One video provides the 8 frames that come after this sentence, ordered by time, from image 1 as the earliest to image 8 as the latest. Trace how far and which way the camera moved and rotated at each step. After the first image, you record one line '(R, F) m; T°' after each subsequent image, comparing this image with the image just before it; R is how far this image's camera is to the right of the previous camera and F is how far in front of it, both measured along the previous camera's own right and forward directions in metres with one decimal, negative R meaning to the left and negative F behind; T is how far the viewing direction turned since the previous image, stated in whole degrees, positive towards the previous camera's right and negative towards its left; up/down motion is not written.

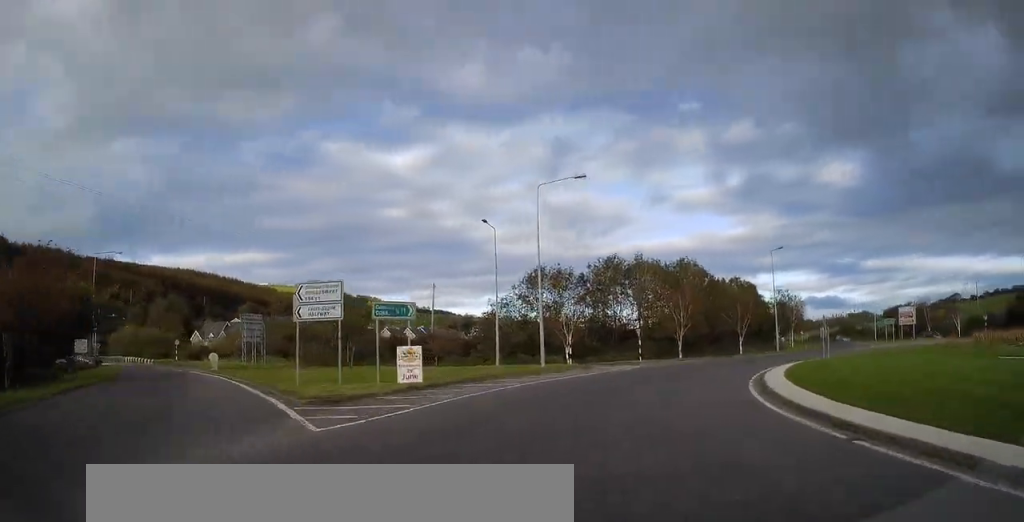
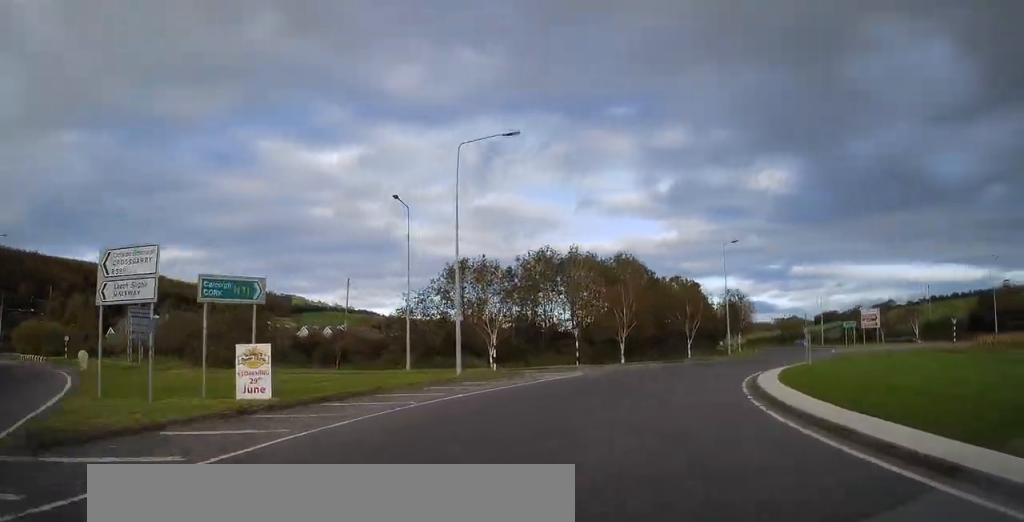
(-0.1, +6.1) m; -1°
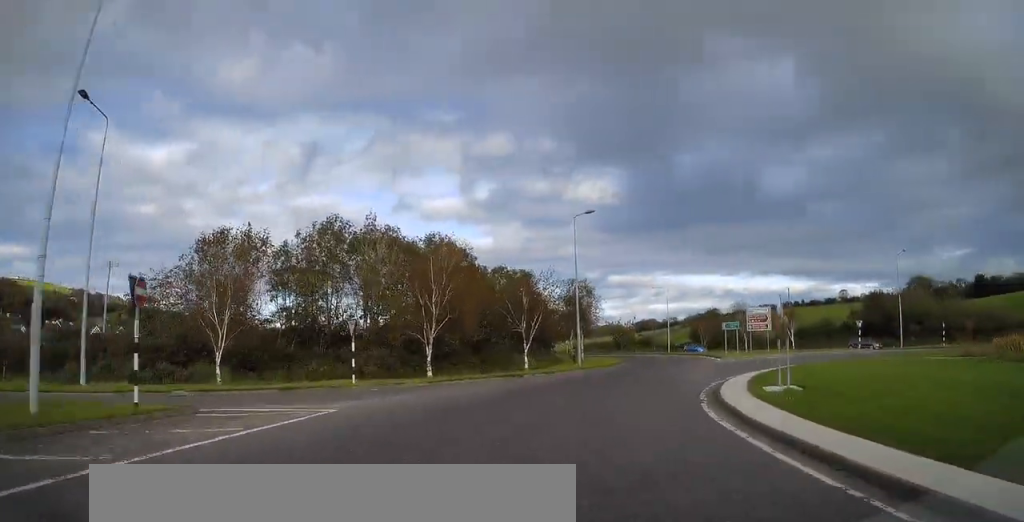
(-0.3, +14.1) m; +3°
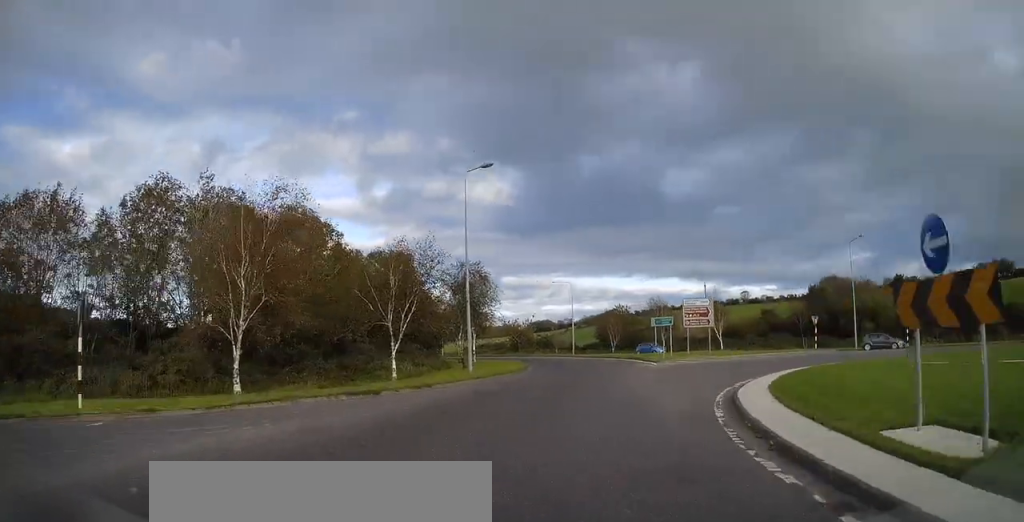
(+0.1, +10.1) m; +7°
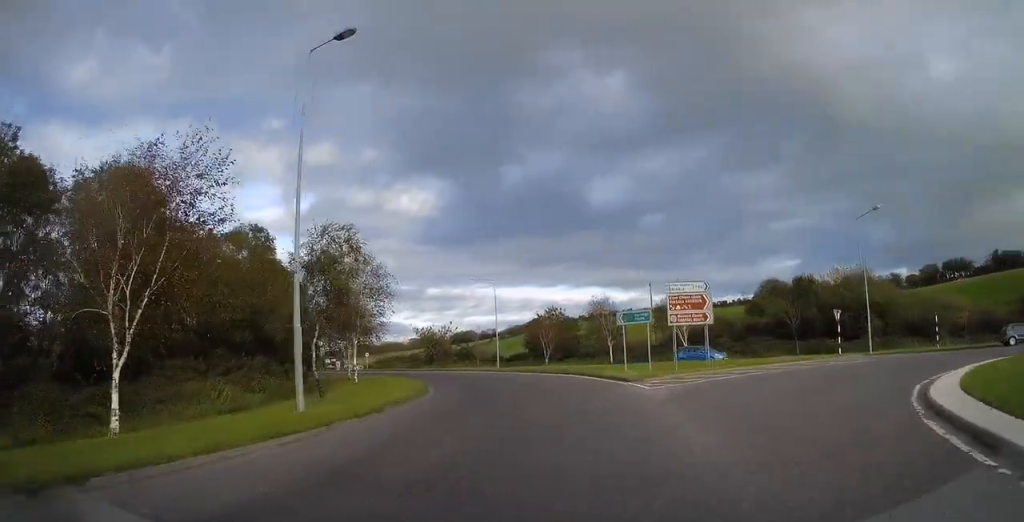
(+1.7, +14.6) m; +11°
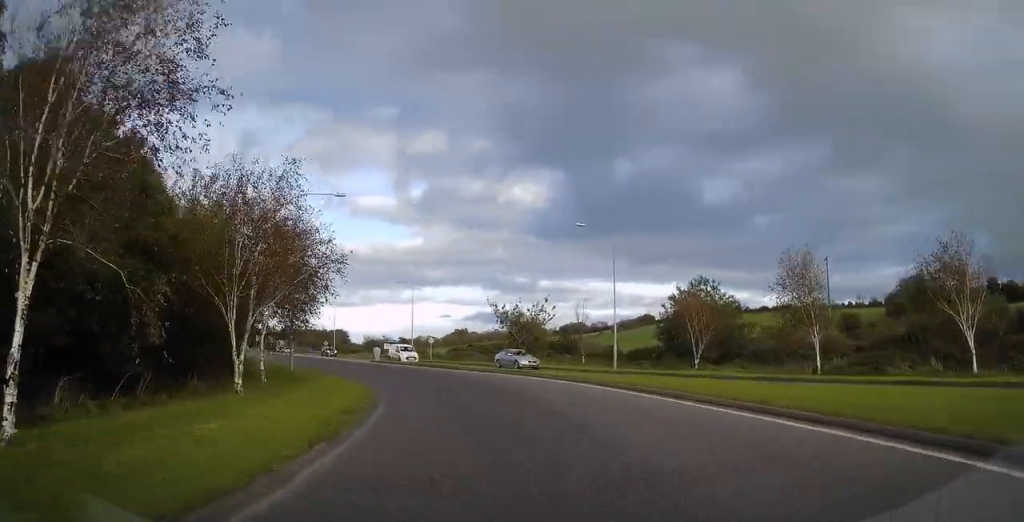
(+4.2, +28.7) m; +13°
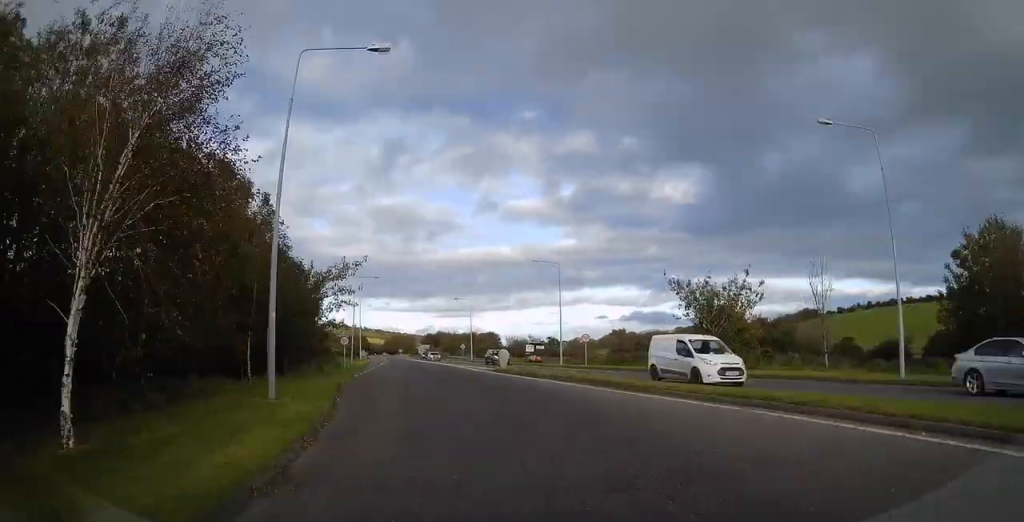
(+0.7, +18.1) m; -1°
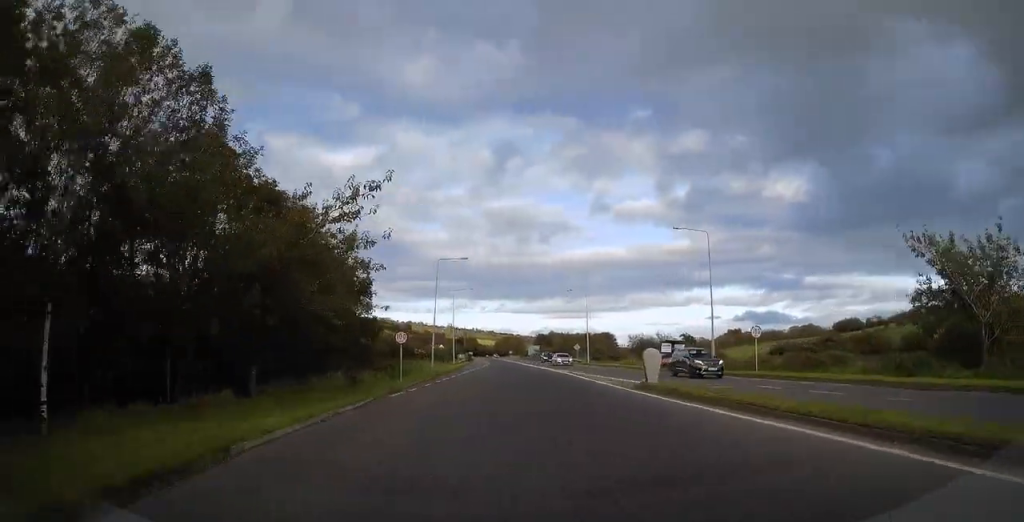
(-0.6, +14.3) m; -7°
